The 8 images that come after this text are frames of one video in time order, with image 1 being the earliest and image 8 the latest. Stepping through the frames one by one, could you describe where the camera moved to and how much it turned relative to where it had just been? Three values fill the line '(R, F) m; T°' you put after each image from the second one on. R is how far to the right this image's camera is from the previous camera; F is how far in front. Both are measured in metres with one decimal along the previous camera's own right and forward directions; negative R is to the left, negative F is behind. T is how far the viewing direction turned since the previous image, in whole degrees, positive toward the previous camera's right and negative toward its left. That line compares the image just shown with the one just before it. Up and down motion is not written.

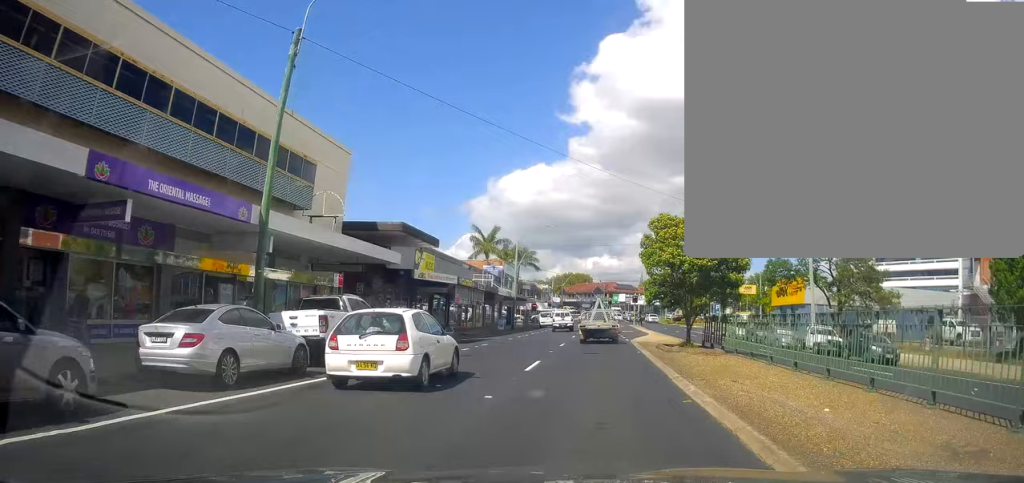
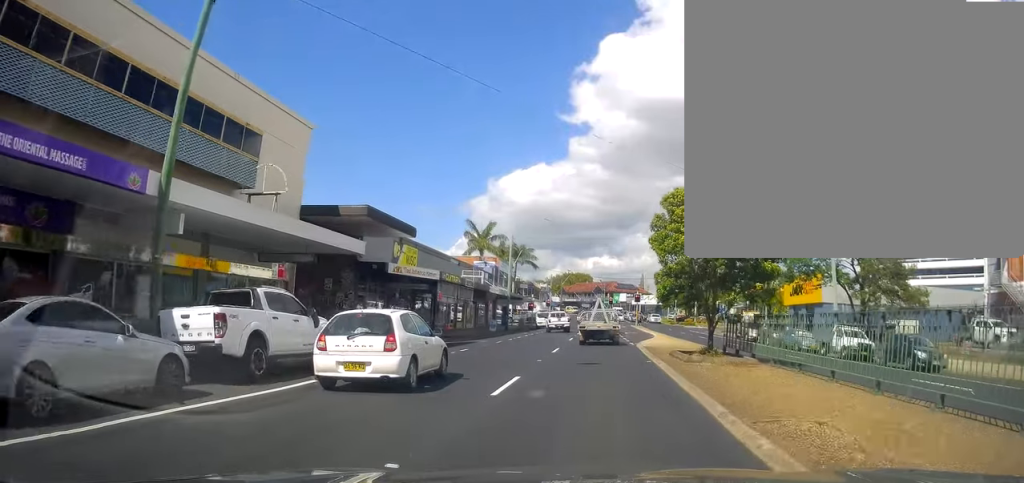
(0.0, +4.5) m; 0°
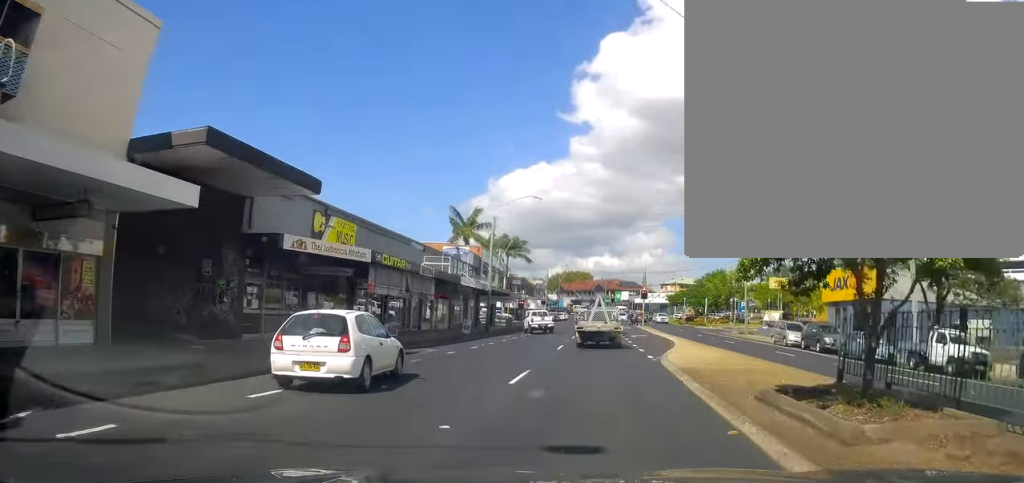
(-0.1, +10.9) m; +1°
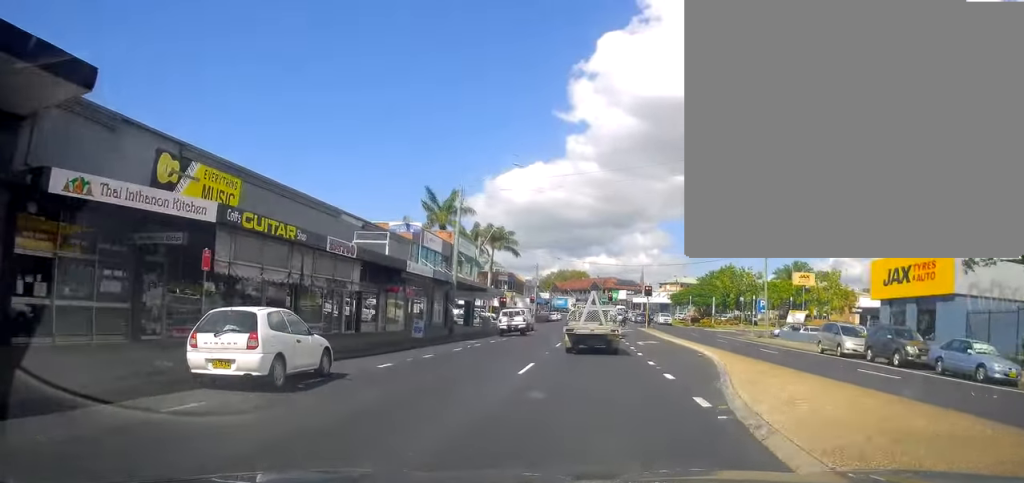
(+0.3, +10.7) m; +2°
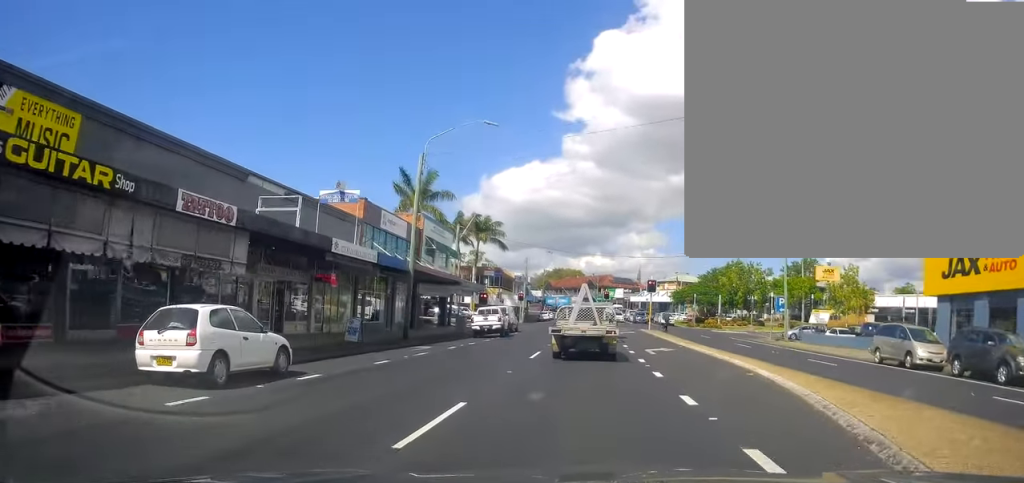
(0.0, +8.3) m; -2°
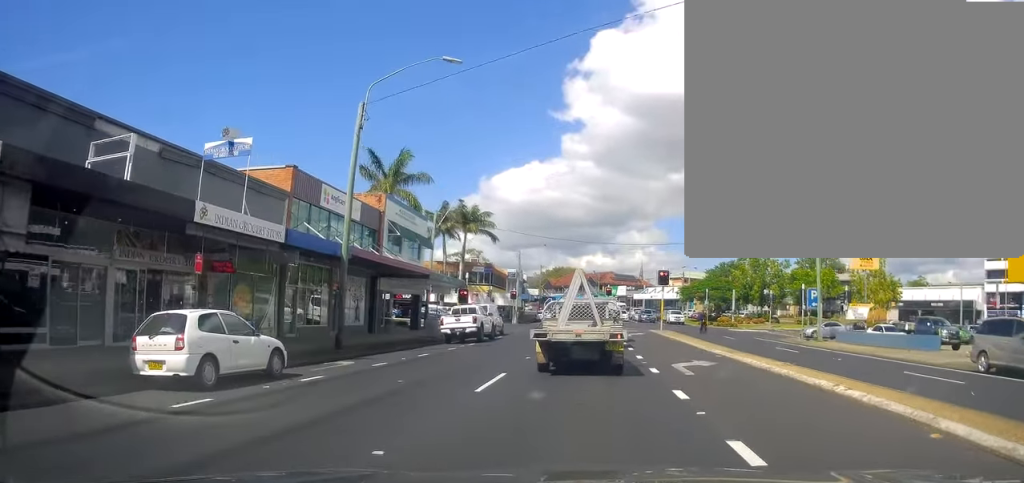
(-0.3, +8.7) m; 0°
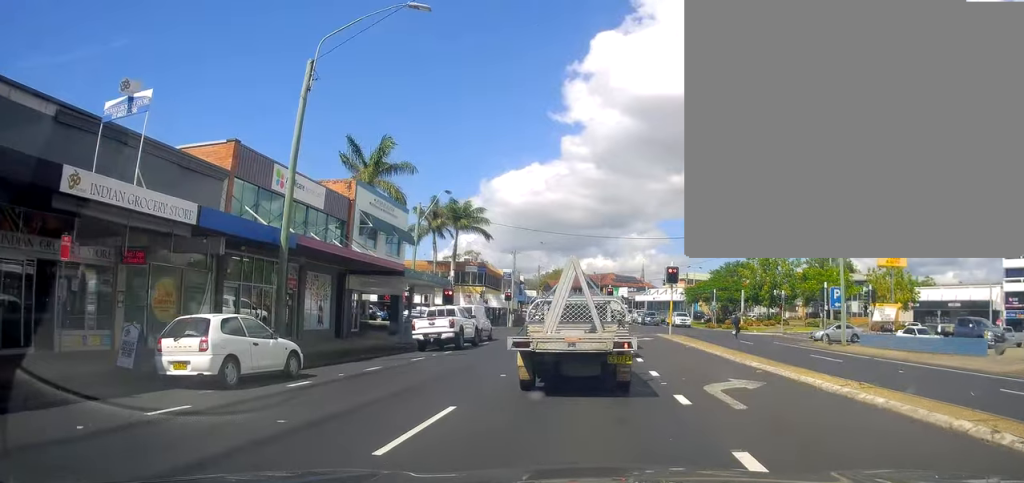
(+0.3, +5.6) m; +3°
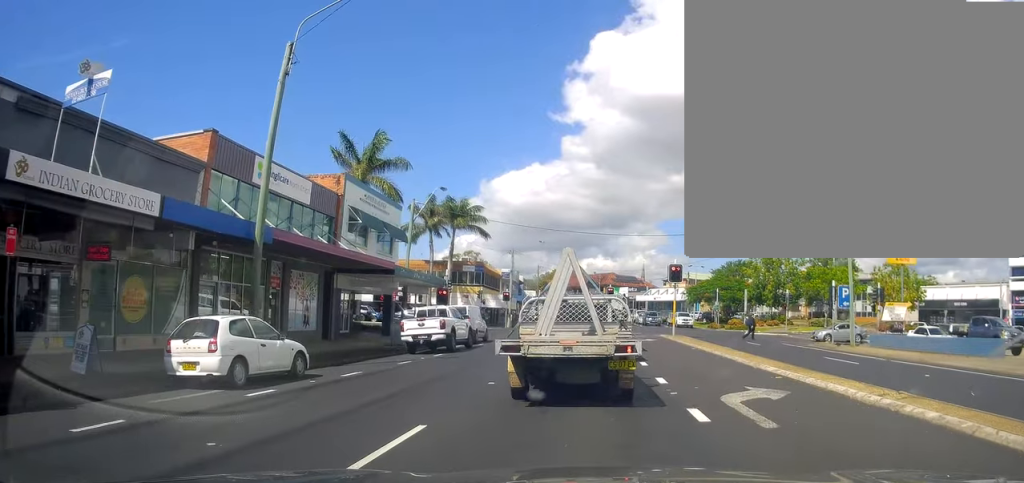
(0.0, +2.0) m; 0°
